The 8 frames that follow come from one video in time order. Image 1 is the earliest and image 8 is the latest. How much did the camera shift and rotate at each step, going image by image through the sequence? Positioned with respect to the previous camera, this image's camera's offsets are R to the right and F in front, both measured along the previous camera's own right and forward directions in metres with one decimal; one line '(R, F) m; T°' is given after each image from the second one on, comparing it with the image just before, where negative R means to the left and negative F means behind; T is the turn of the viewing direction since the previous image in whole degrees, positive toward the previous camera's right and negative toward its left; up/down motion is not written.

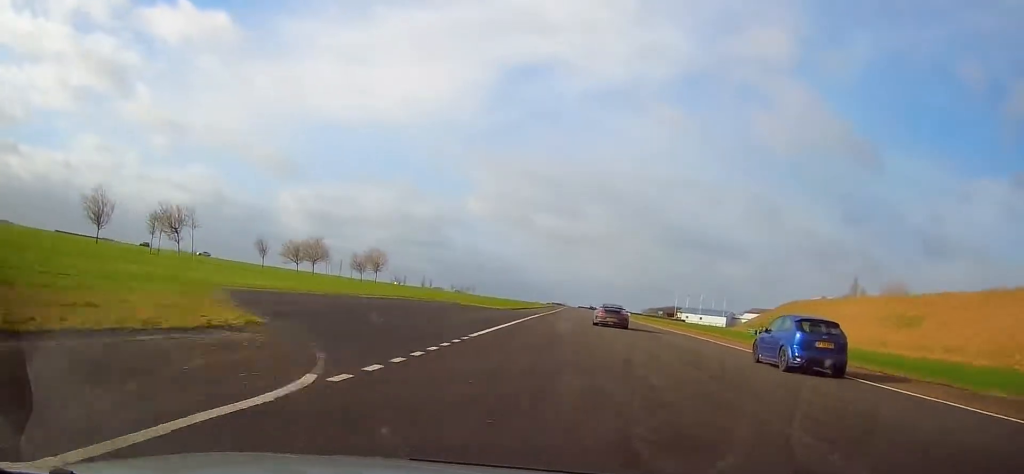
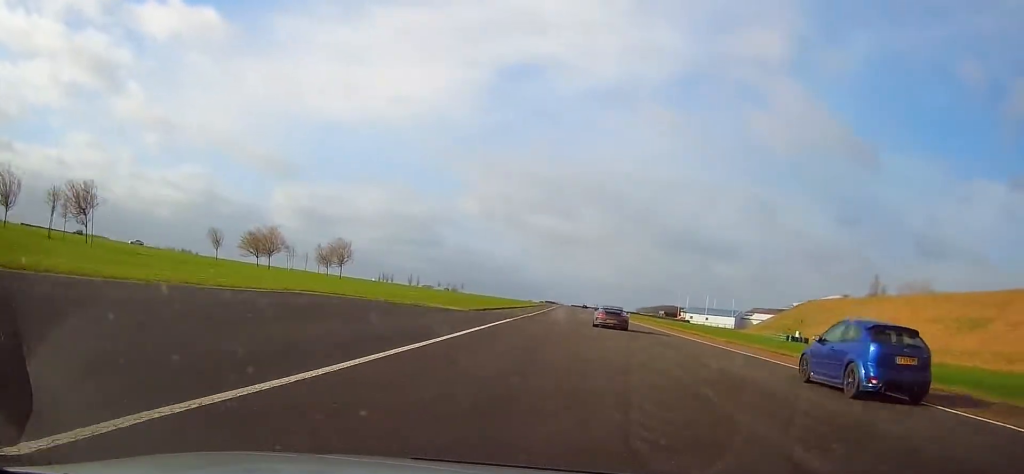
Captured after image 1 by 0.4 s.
(-0.1, +17.4) m; +1°
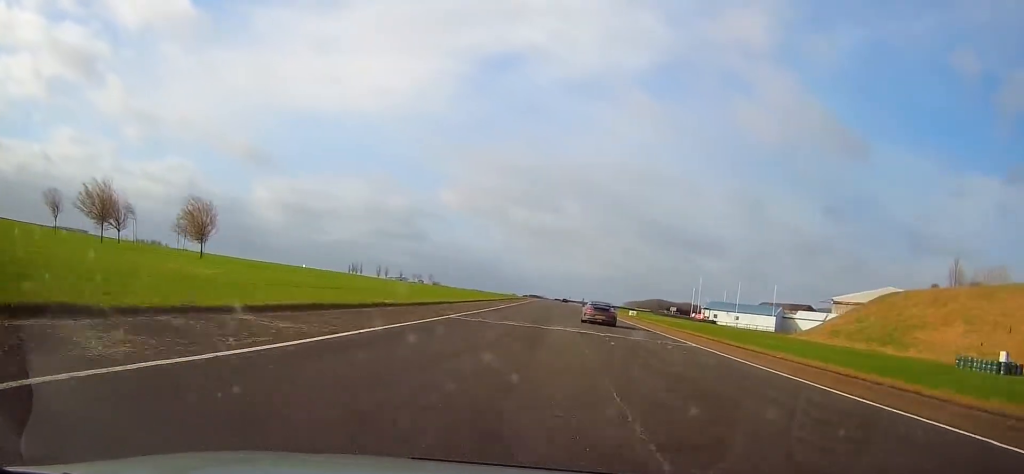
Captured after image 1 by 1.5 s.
(+0.9, +44.7) m; +1°
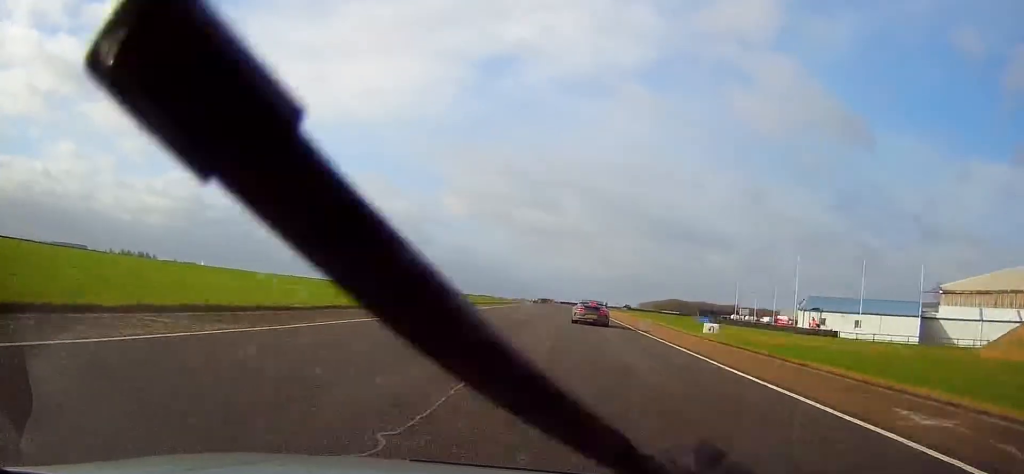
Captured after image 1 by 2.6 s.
(-0.2, +49.5) m; -1°
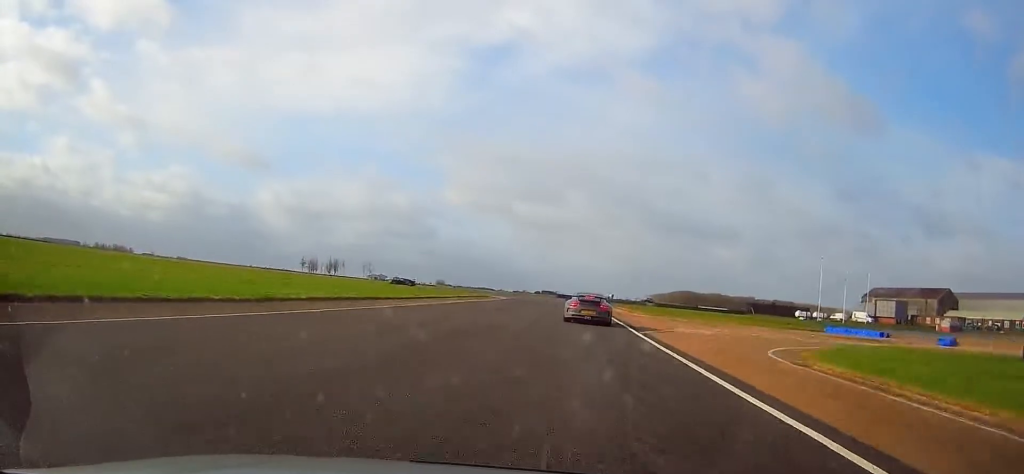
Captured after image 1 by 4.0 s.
(-0.4, +57.7) m; -1°
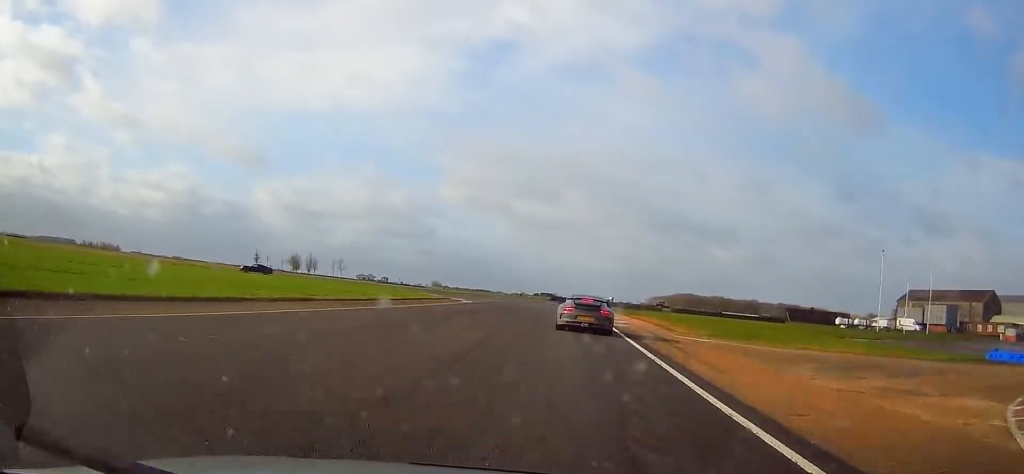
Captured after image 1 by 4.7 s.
(-0.3, +26.4) m; 0°
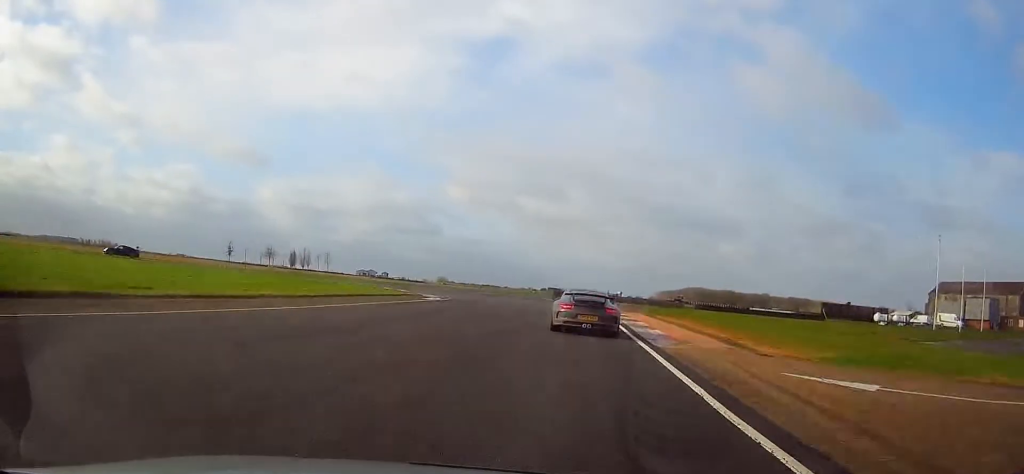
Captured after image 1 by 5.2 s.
(+0.1, +13.9) m; -1°
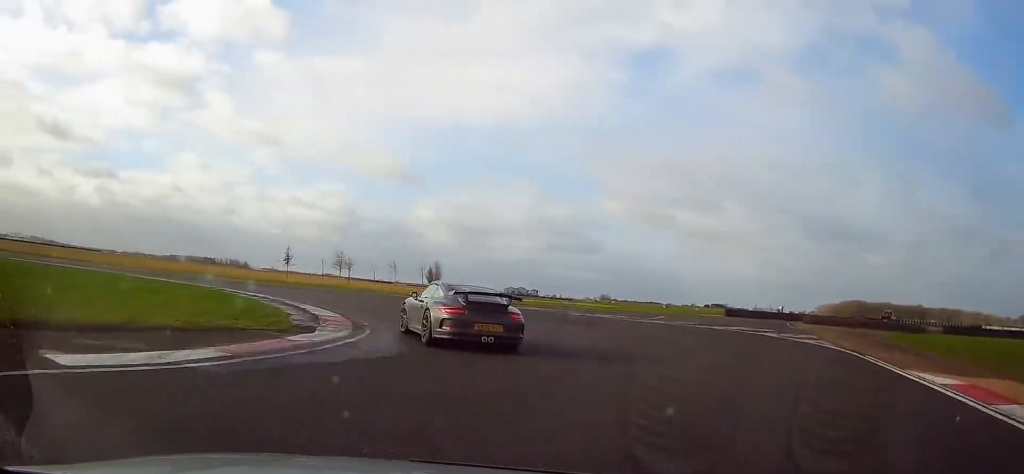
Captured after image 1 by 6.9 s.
(-2.1, +36.1) m; -16°
